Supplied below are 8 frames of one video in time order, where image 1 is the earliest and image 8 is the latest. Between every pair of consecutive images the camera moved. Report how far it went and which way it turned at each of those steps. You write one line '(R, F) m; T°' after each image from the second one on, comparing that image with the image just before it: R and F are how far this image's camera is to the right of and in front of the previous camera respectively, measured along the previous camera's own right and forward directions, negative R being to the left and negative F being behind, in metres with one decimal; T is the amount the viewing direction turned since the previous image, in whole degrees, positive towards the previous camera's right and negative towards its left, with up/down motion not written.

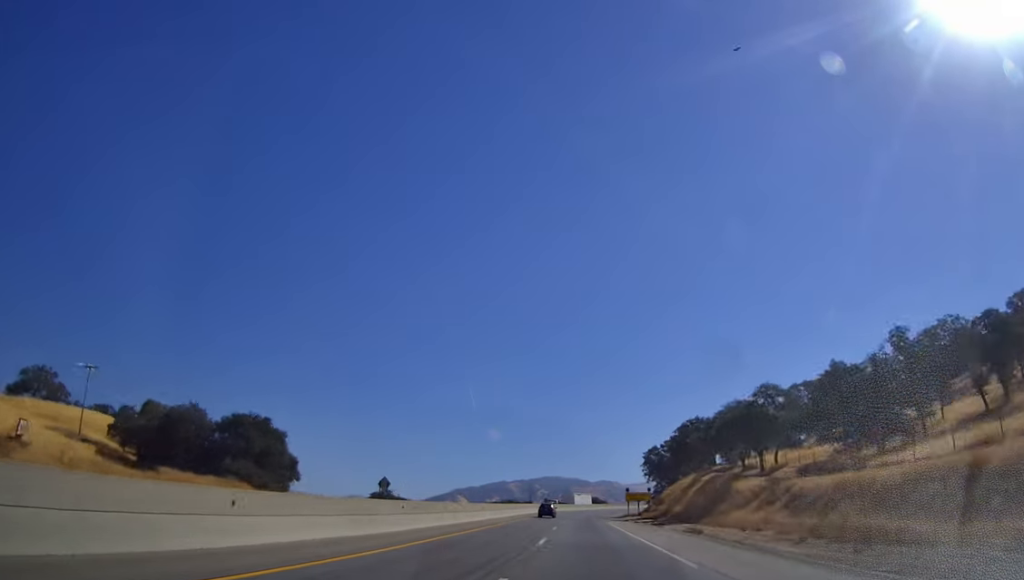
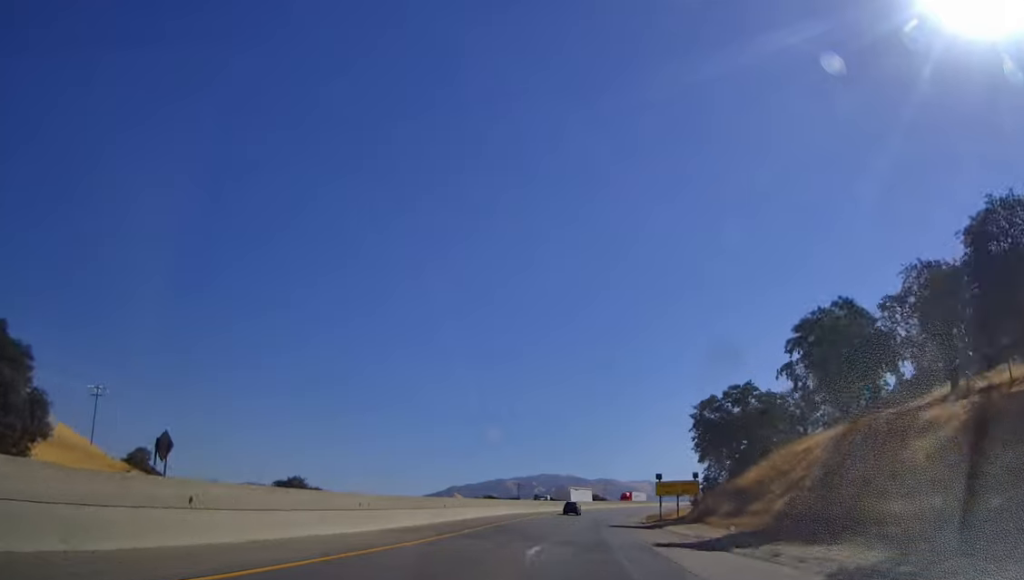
(0.0, +47.8) m; 0°
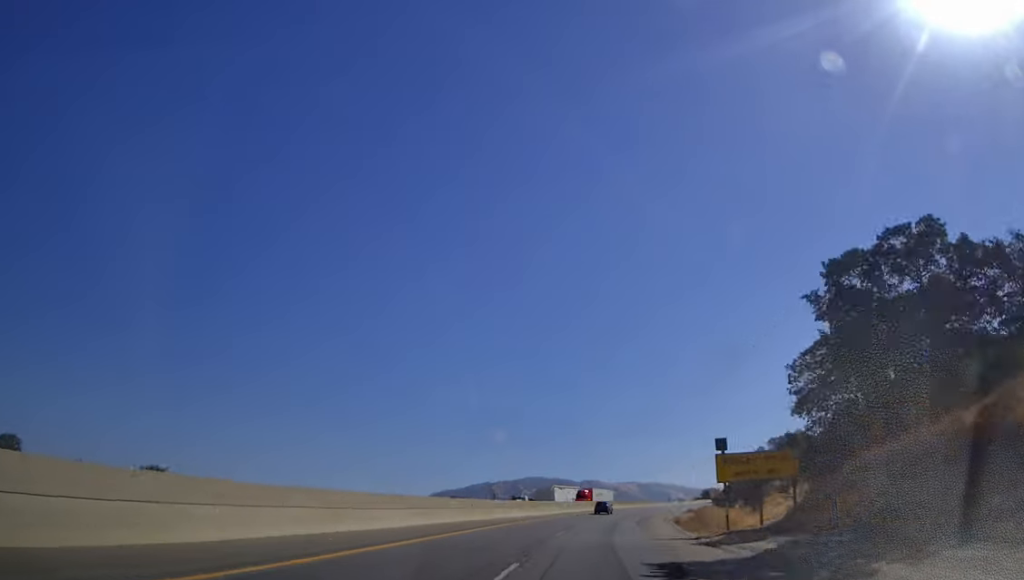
(-0.1, +34.4) m; +1°
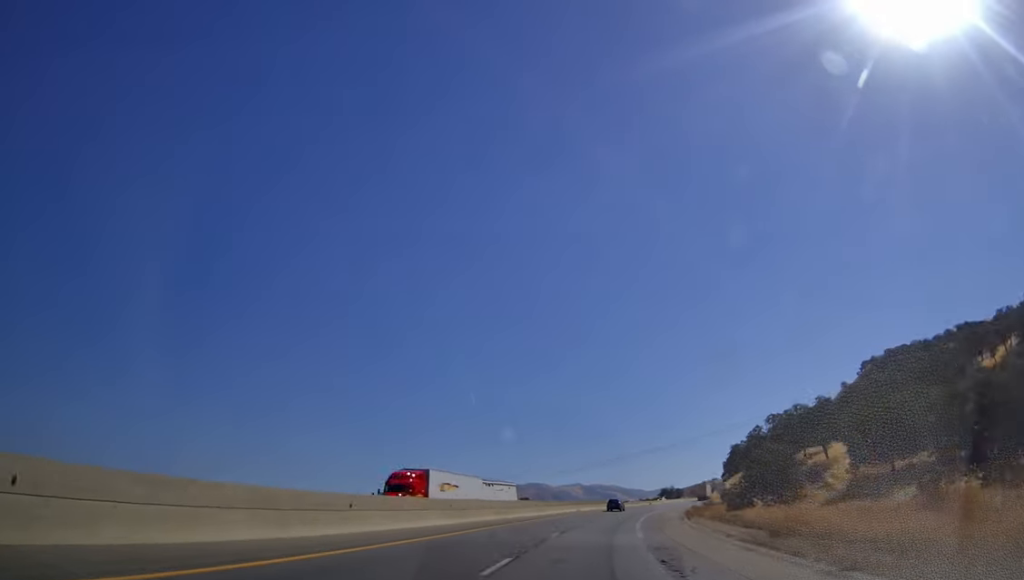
(+0.2, +42.0) m; +3°
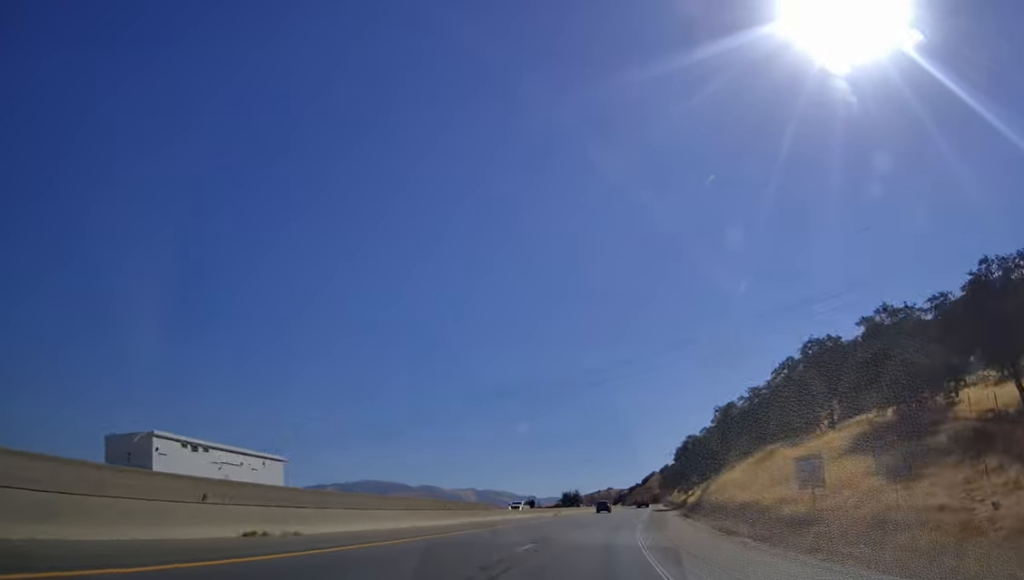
(+3.4, +64.8) m; +8°
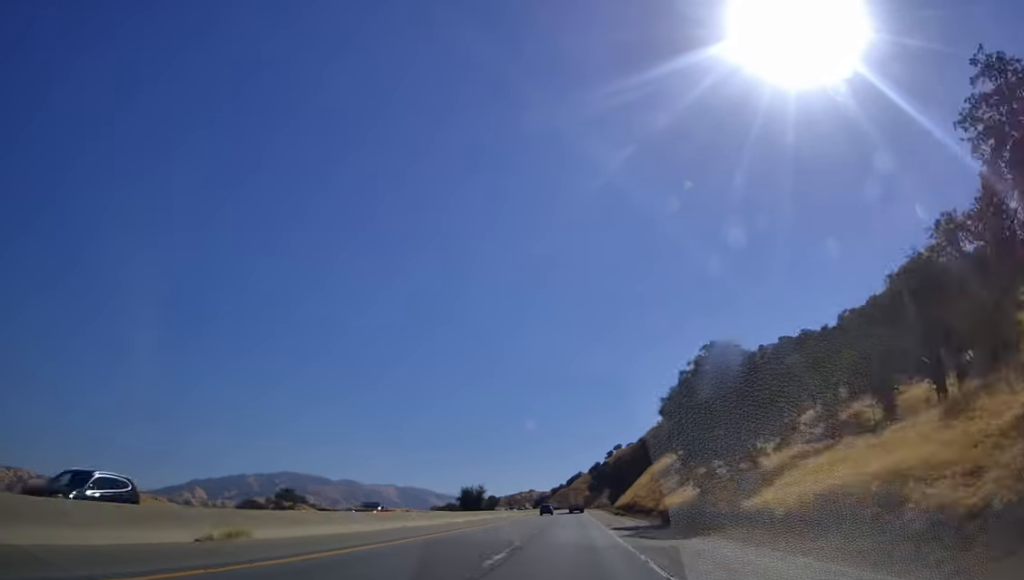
(+4.6, +61.1) m; +8°
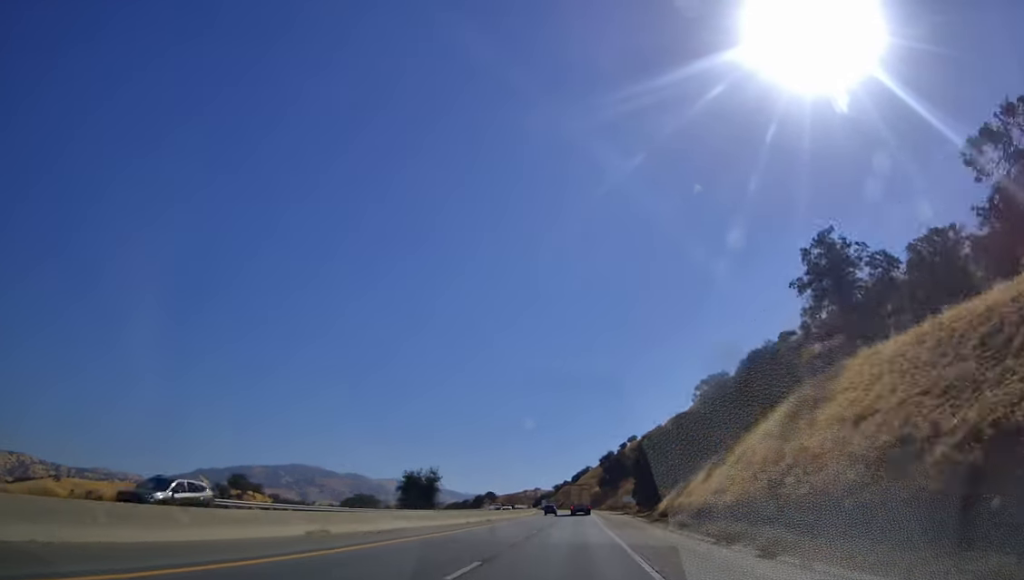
(+3.7, +61.4) m; +3°
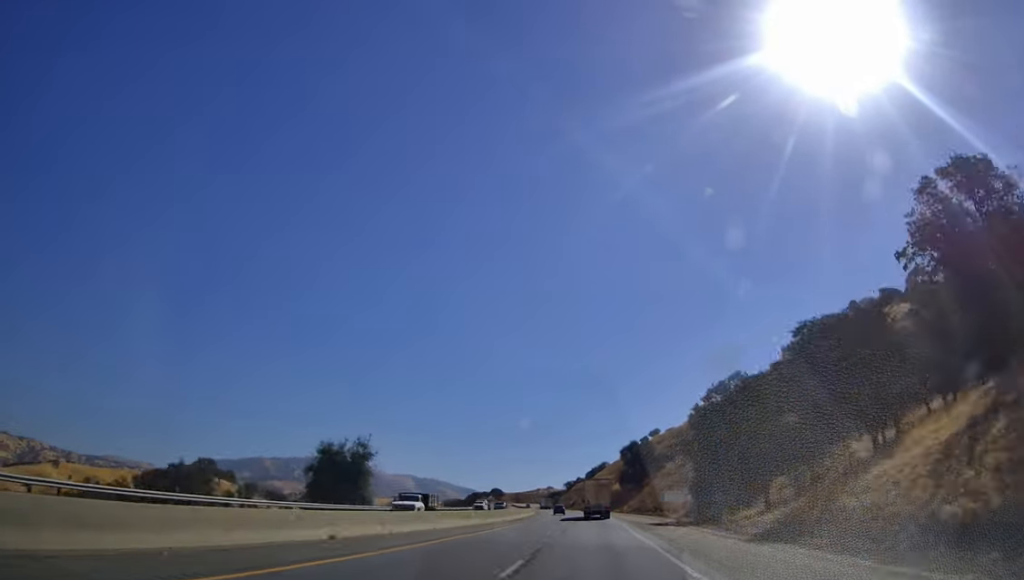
(-0.3, +42.2) m; -1°
